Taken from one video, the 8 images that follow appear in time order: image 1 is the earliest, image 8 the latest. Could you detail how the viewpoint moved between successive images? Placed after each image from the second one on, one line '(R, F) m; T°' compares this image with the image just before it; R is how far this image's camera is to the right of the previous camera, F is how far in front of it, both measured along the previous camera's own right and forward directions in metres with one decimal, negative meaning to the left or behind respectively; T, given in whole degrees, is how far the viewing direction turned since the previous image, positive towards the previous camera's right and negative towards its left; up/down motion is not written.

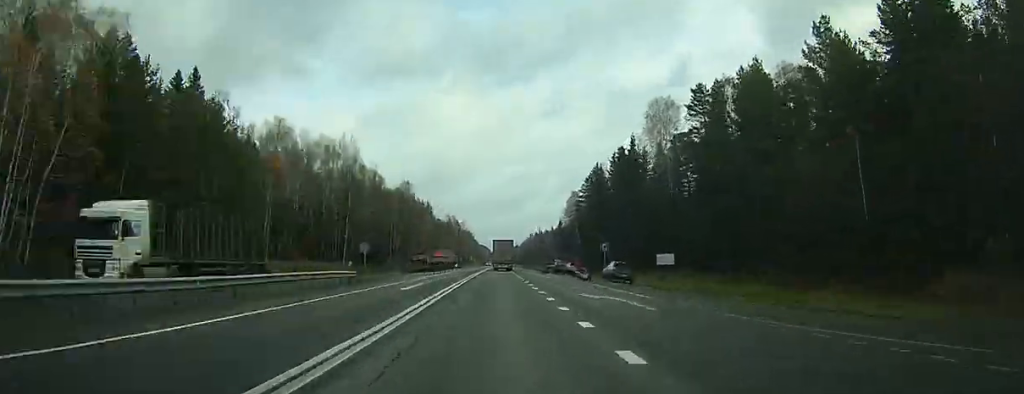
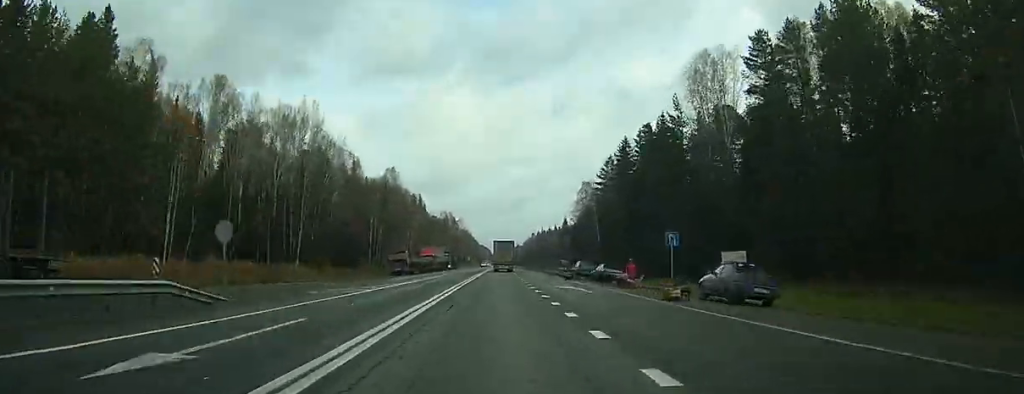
(-0.1, +21.6) m; 0°
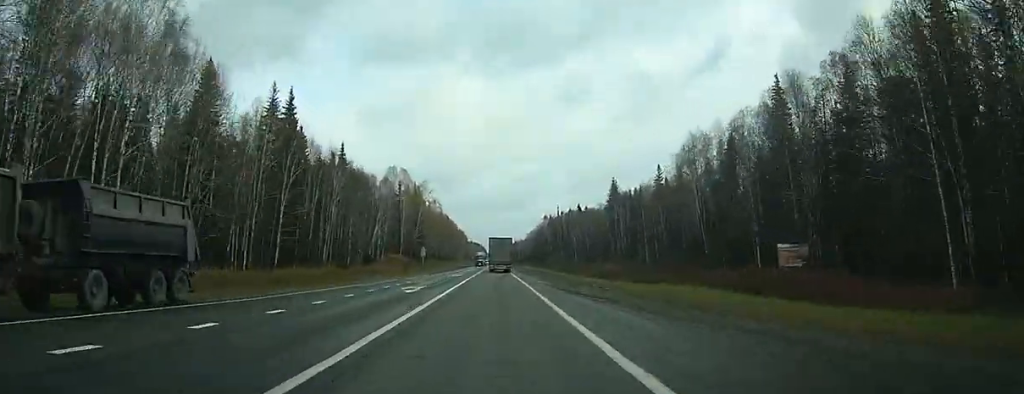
(+5.0, +117.1) m; +3°
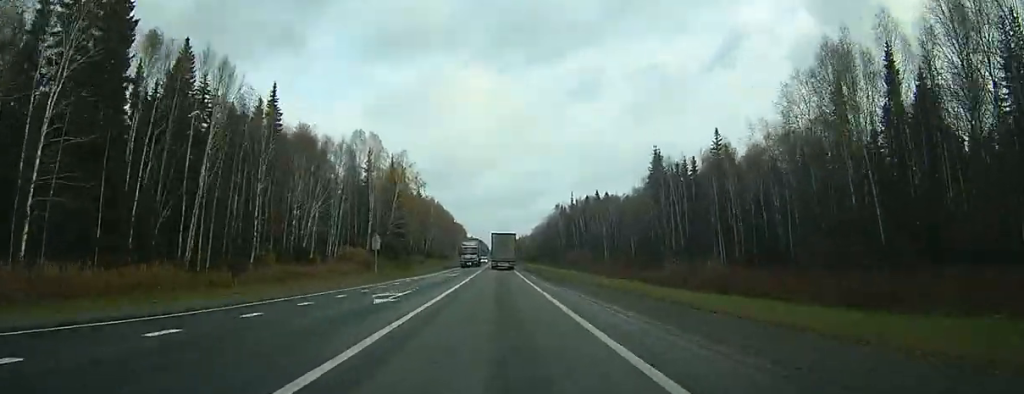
(0.0, +38.6) m; +4°
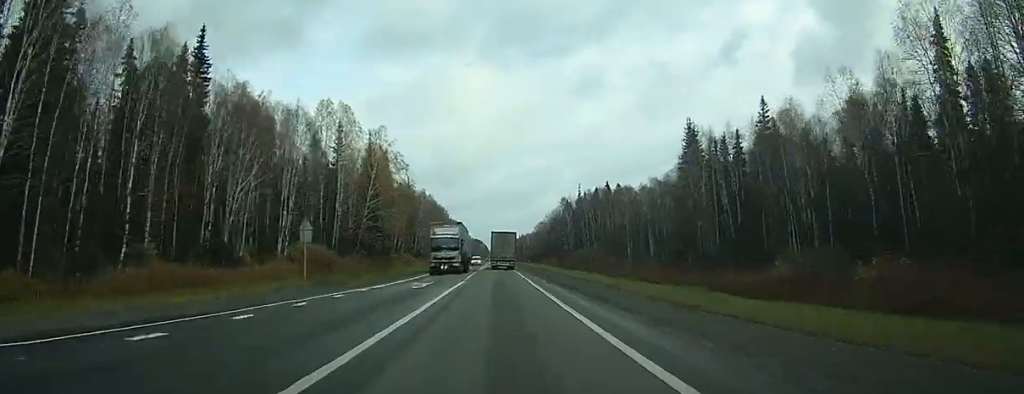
(-0.6, +21.1) m; +2°
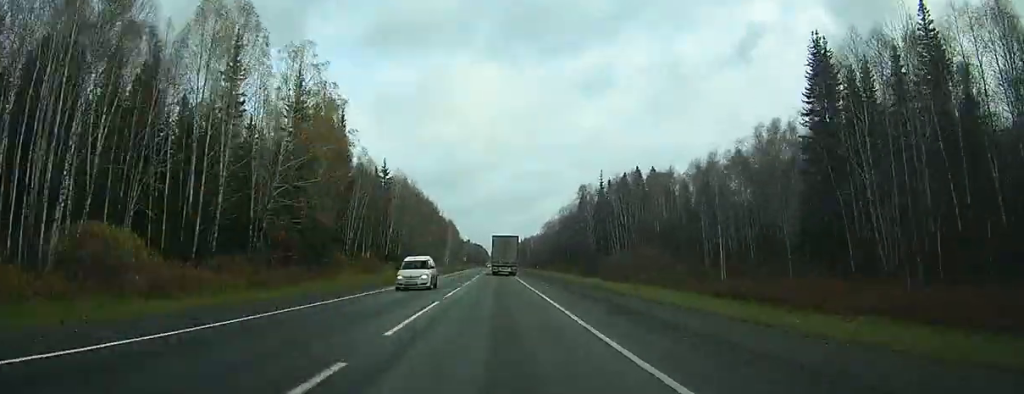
(+4.3, +38.6) m; -4°
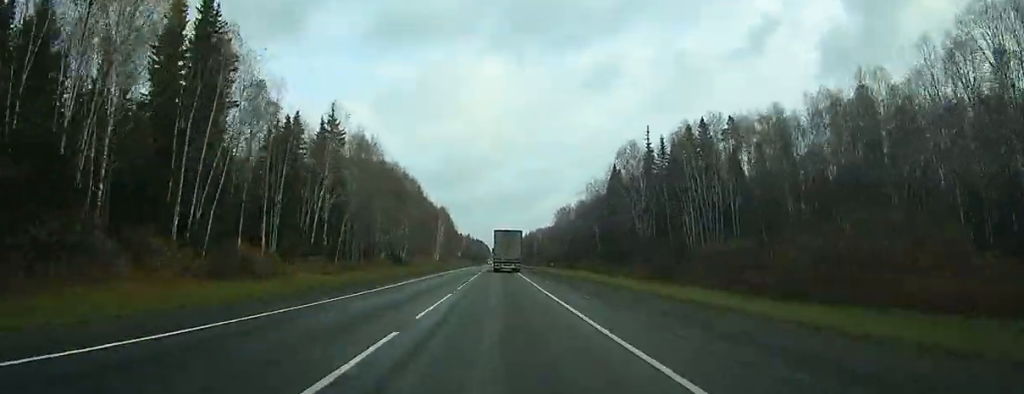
(-7.5, +44.4) m; -7°
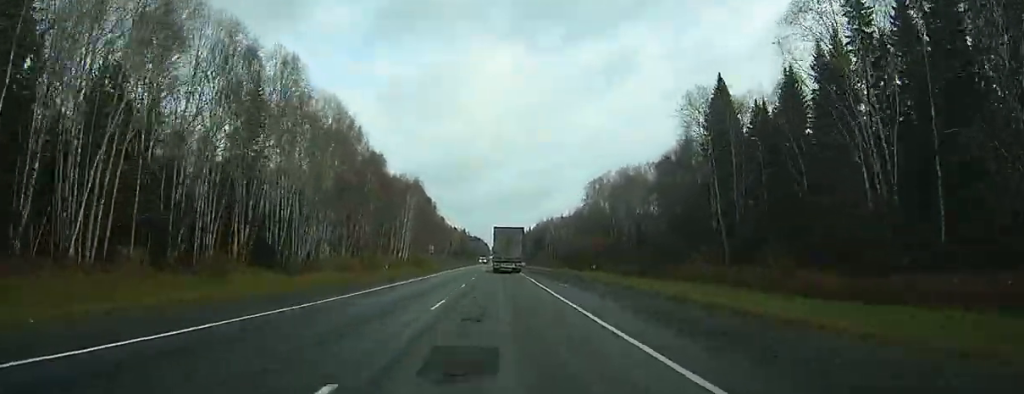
(+3.4, +61.6) m; +4°
